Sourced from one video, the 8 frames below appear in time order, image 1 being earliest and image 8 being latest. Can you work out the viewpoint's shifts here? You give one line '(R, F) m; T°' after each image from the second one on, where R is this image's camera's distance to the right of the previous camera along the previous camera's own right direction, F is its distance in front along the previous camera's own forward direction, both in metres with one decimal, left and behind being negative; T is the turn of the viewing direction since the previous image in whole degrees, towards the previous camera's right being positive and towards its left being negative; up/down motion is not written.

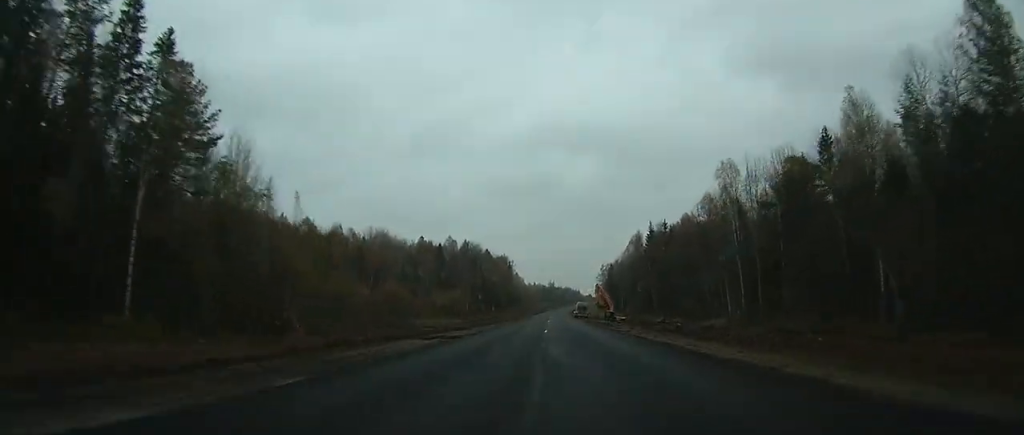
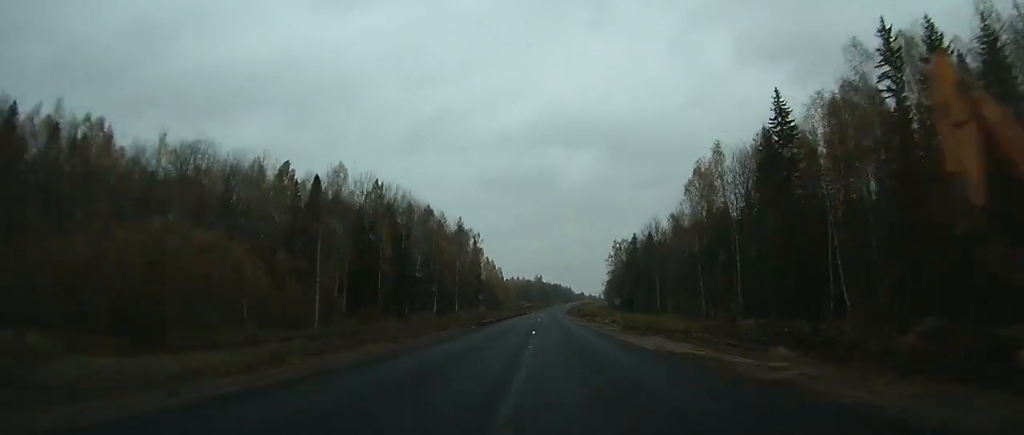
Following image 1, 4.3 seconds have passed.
(-0.5, +100.9) m; 0°
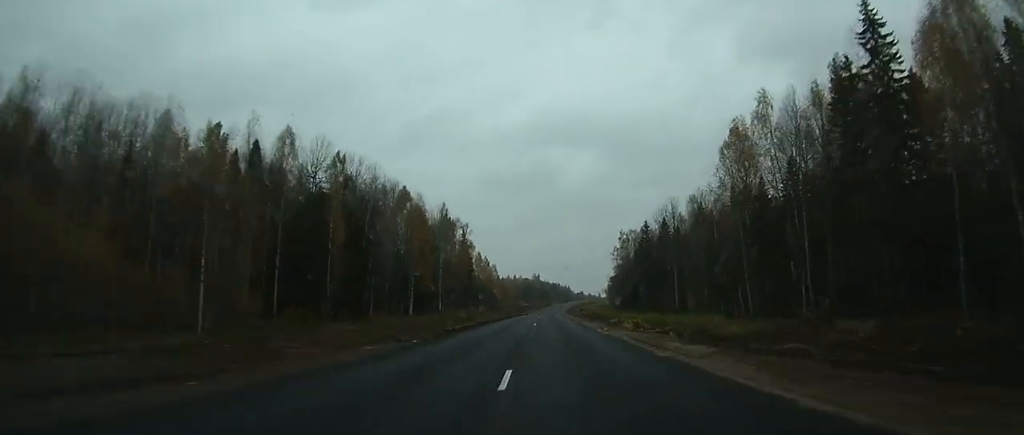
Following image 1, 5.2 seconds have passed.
(+0.1, +23.0) m; 0°
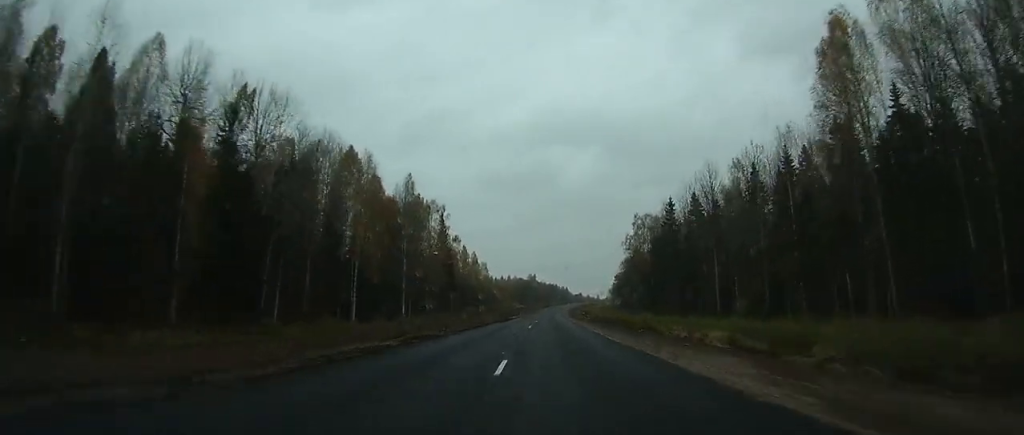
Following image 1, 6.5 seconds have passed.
(+0.1, +32.6) m; 0°
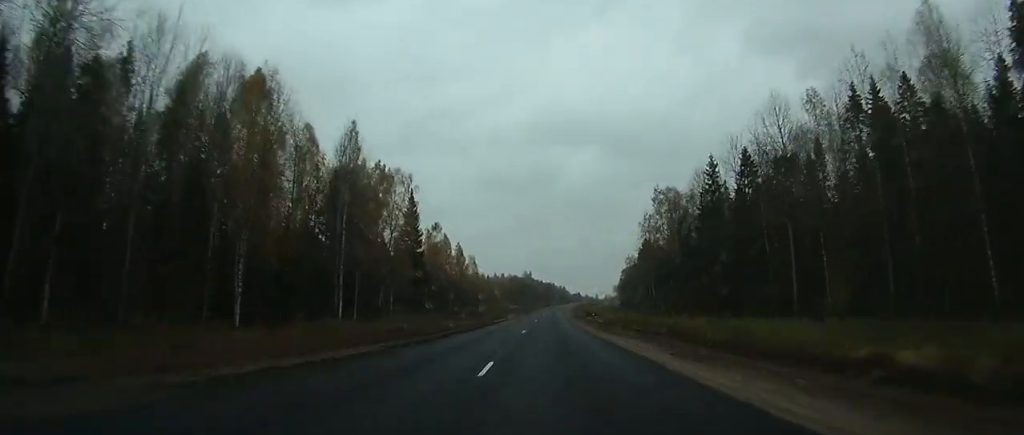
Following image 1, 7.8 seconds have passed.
(+0.2, +30.5) m; 0°
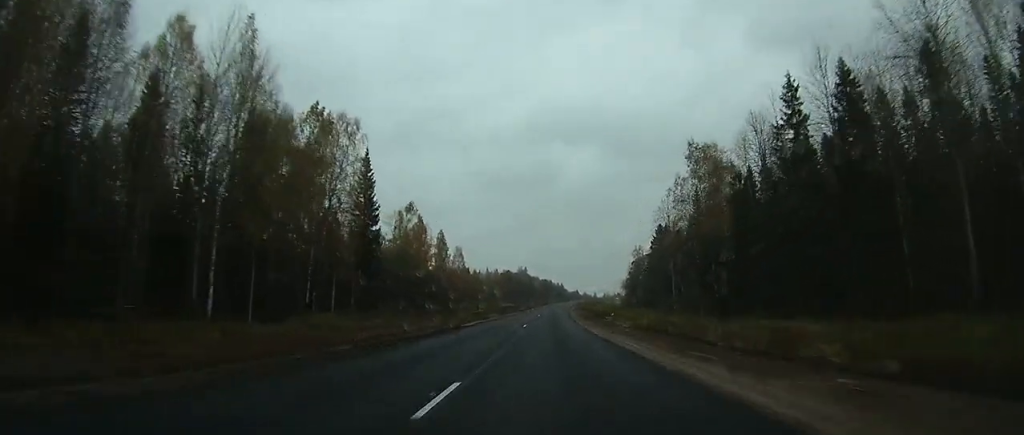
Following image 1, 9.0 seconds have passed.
(0.0, +28.4) m; +1°
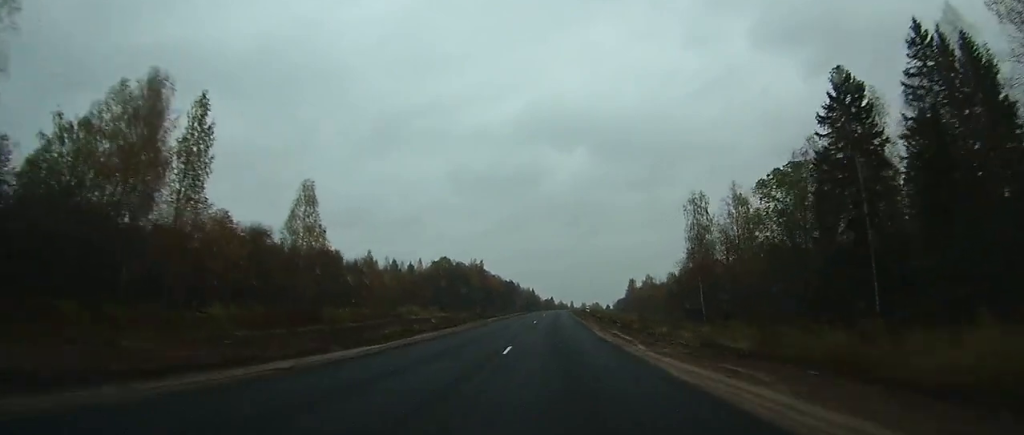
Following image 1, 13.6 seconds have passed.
(+3.3, +113.3) m; +4°
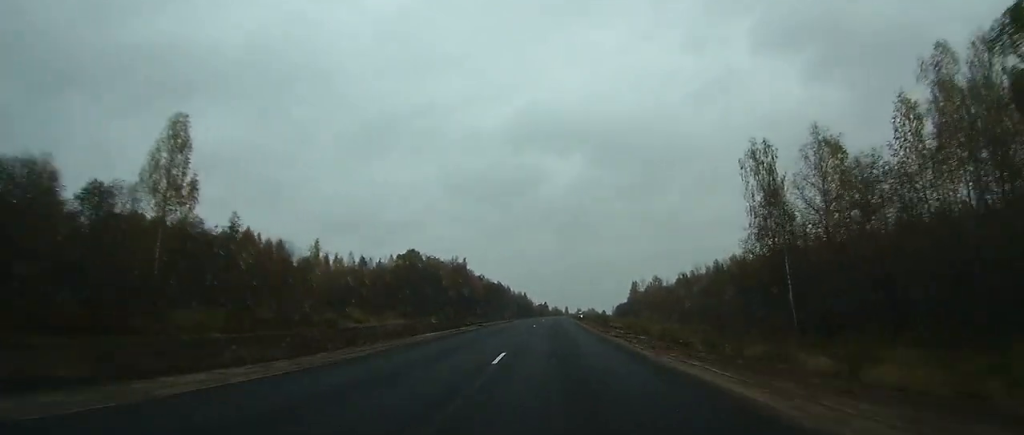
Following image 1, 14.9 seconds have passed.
(+0.5, +35.1) m; +1°
